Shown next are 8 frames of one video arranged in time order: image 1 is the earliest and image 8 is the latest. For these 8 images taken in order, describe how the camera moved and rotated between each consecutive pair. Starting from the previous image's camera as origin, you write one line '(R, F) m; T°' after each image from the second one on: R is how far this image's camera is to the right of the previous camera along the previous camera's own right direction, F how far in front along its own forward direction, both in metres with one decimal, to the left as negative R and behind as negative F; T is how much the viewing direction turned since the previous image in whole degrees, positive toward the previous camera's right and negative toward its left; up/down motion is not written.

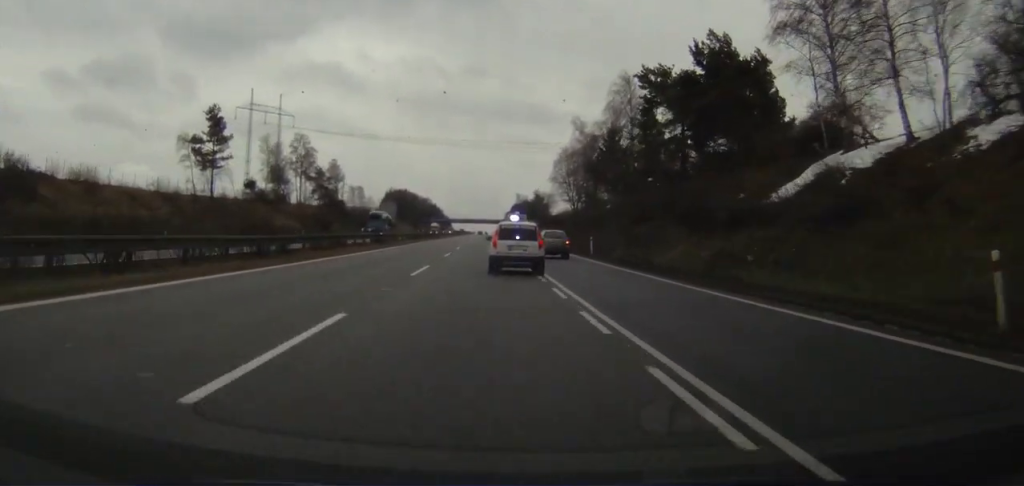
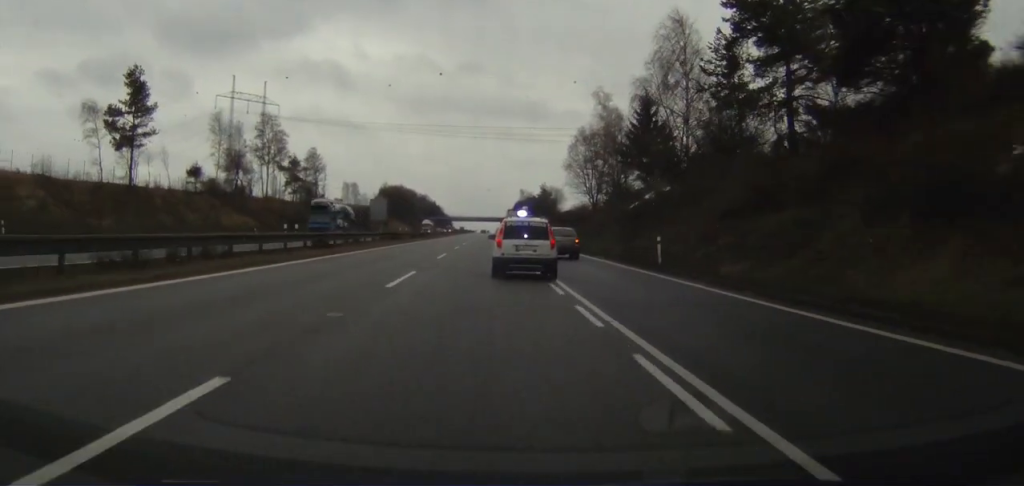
(-0.1, +26.1) m; 0°
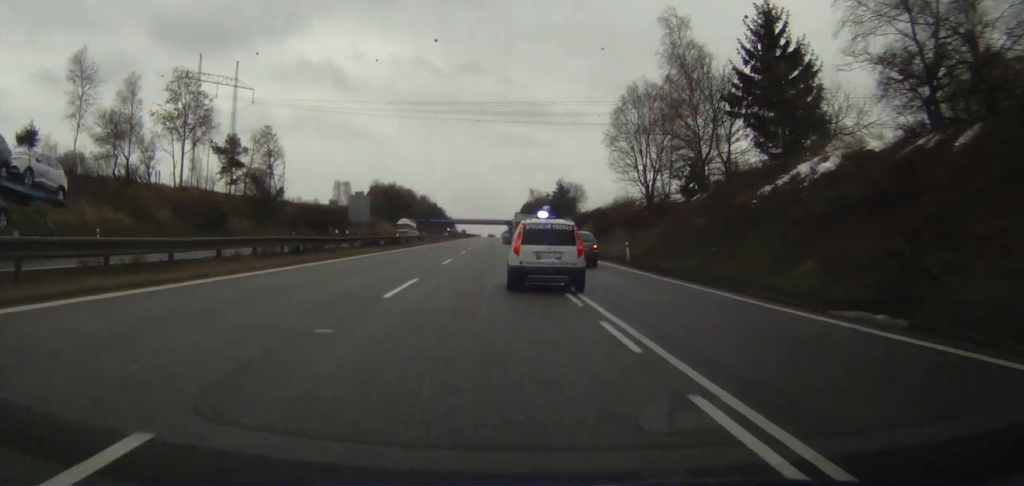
(-0.1, +42.5) m; -1°
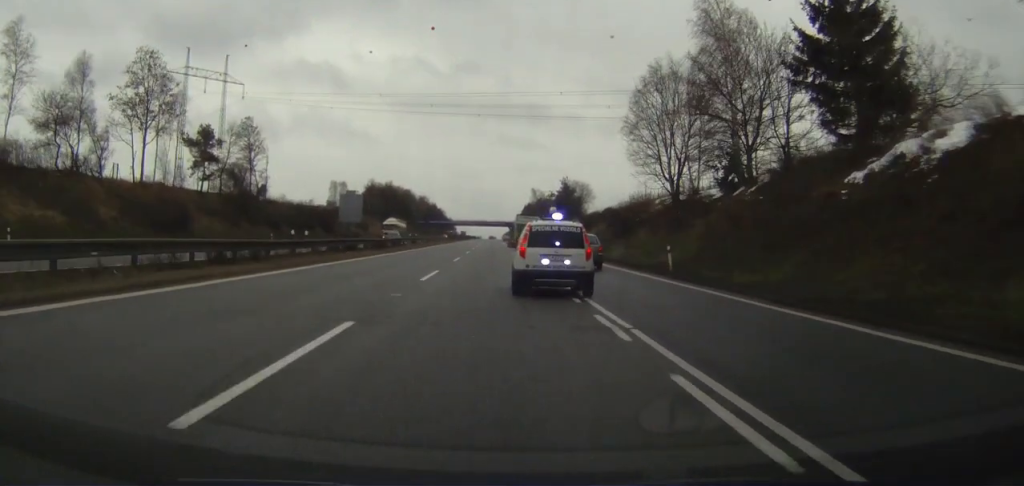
(0.0, +11.8) m; 0°
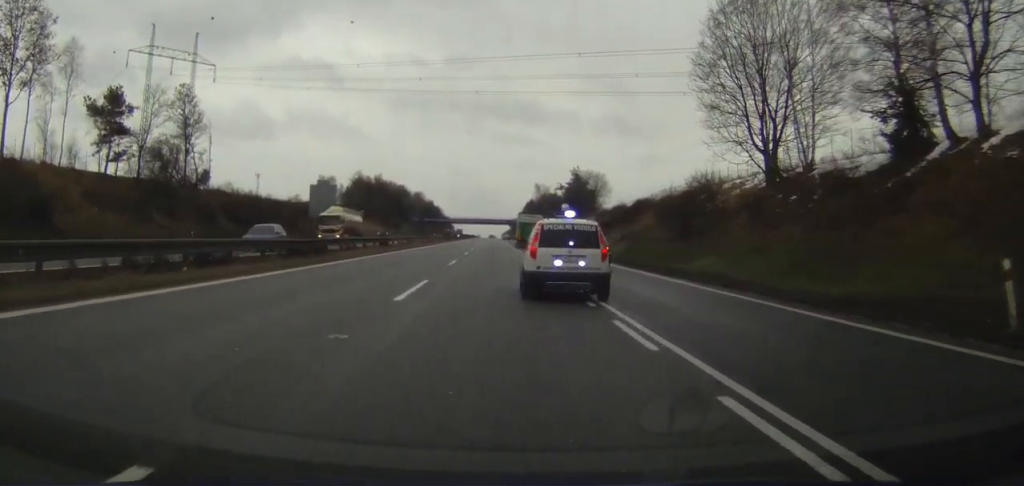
(-0.3, +26.8) m; 0°
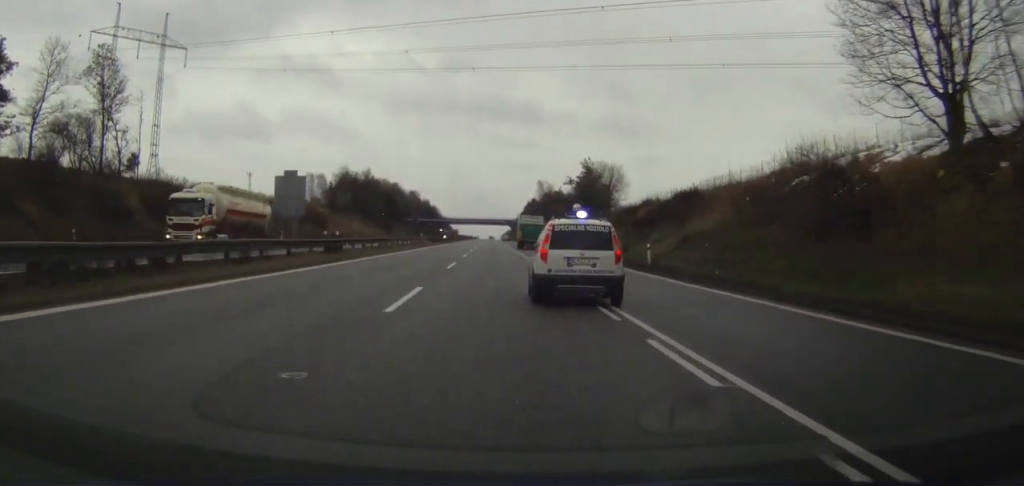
(+0.2, +20.7) m; 0°
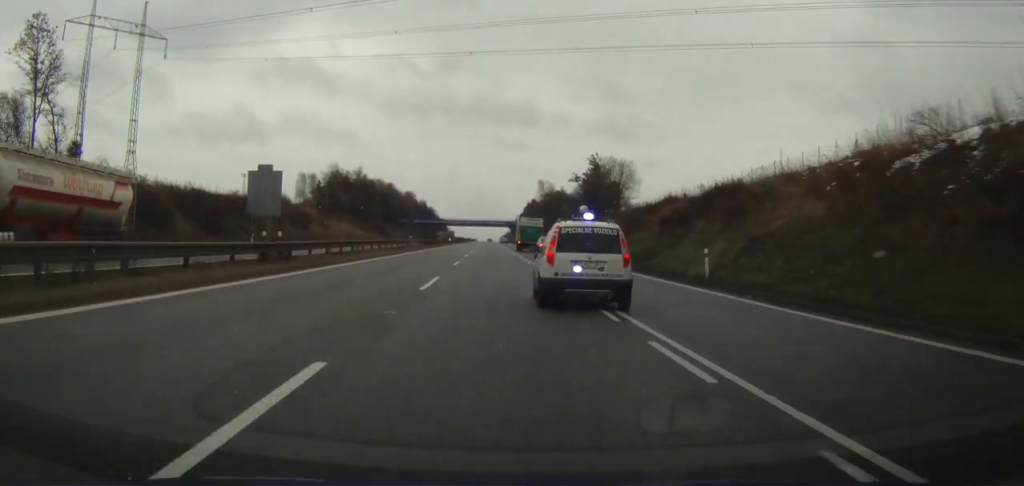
(-0.1, +12.4) m; 0°
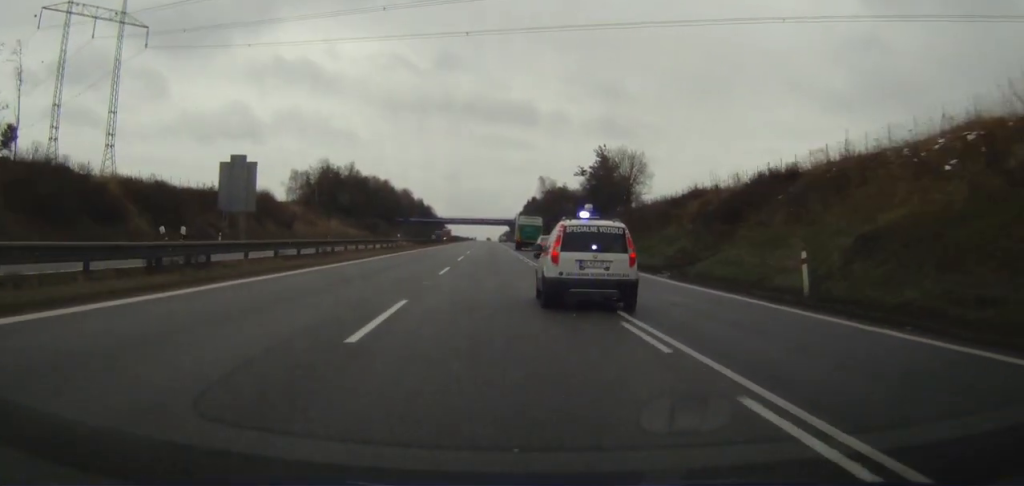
(0.0, +10.5) m; 0°
